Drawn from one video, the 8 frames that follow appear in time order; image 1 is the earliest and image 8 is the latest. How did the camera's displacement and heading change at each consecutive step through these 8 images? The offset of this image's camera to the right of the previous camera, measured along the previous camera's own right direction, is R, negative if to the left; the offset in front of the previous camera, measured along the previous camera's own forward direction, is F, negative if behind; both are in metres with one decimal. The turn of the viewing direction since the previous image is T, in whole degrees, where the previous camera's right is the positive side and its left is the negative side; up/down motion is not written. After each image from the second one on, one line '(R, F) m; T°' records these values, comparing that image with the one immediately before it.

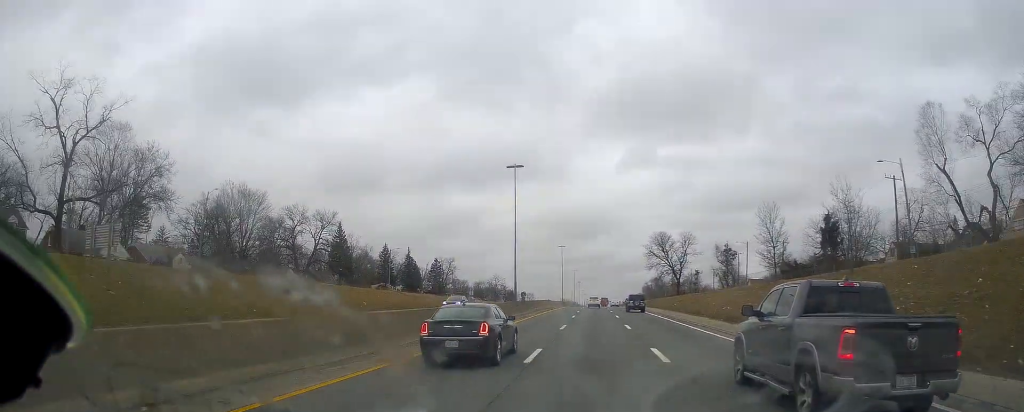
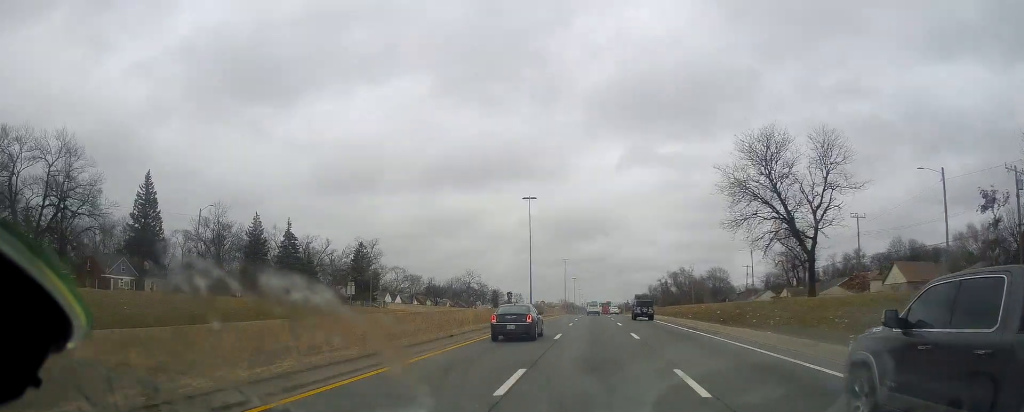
(+0.4, +65.9) m; 0°
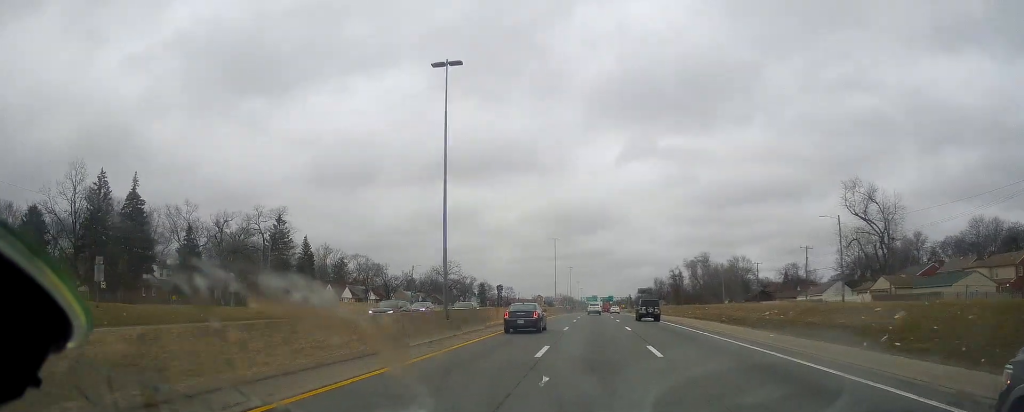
(-0.3, +38.4) m; -1°
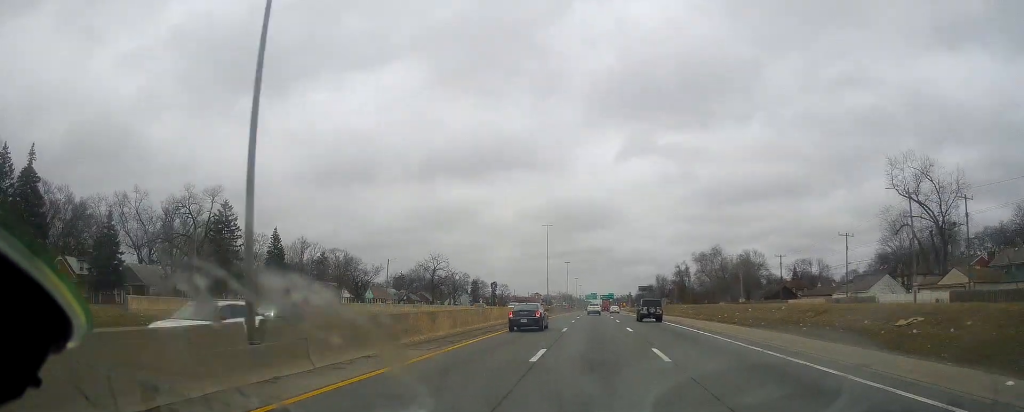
(-0.1, +16.6) m; +1°
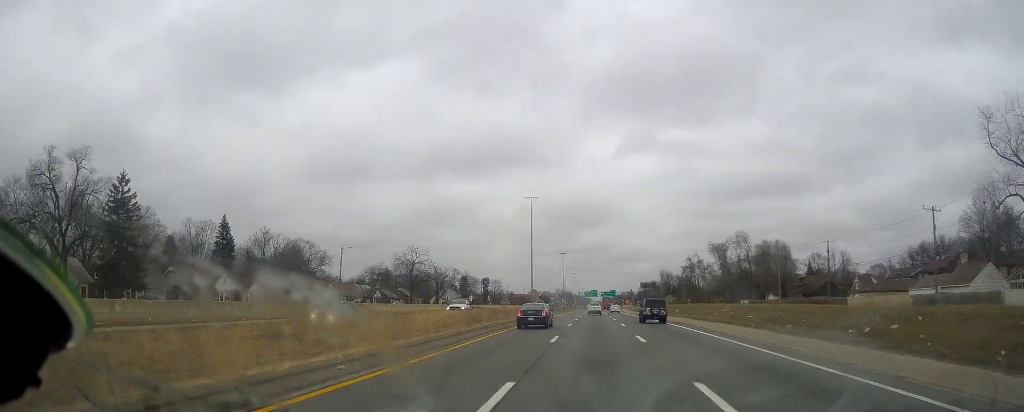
(-0.2, +23.3) m; +1°
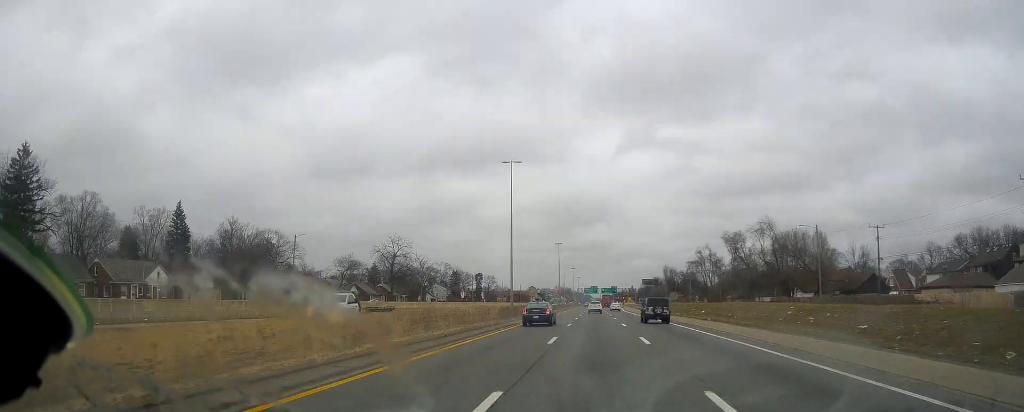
(+0.6, +16.7) m; 0°
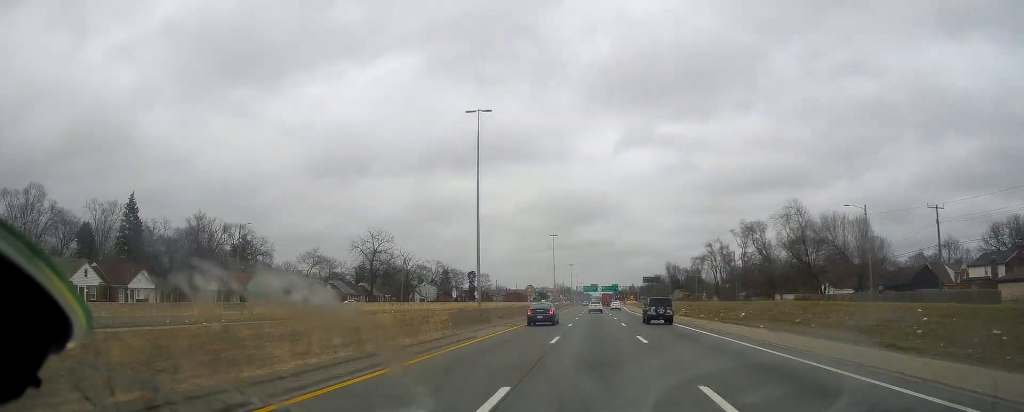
(+0.4, +14.5) m; 0°
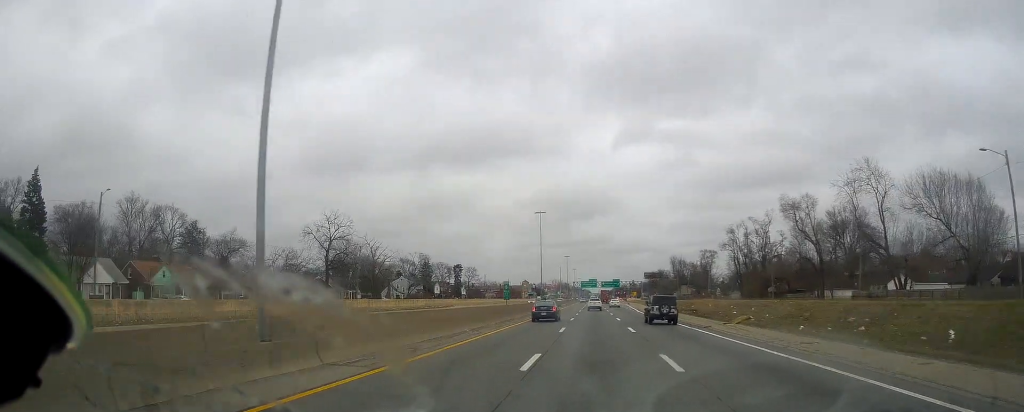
(-0.9, +24.6) m; -1°
